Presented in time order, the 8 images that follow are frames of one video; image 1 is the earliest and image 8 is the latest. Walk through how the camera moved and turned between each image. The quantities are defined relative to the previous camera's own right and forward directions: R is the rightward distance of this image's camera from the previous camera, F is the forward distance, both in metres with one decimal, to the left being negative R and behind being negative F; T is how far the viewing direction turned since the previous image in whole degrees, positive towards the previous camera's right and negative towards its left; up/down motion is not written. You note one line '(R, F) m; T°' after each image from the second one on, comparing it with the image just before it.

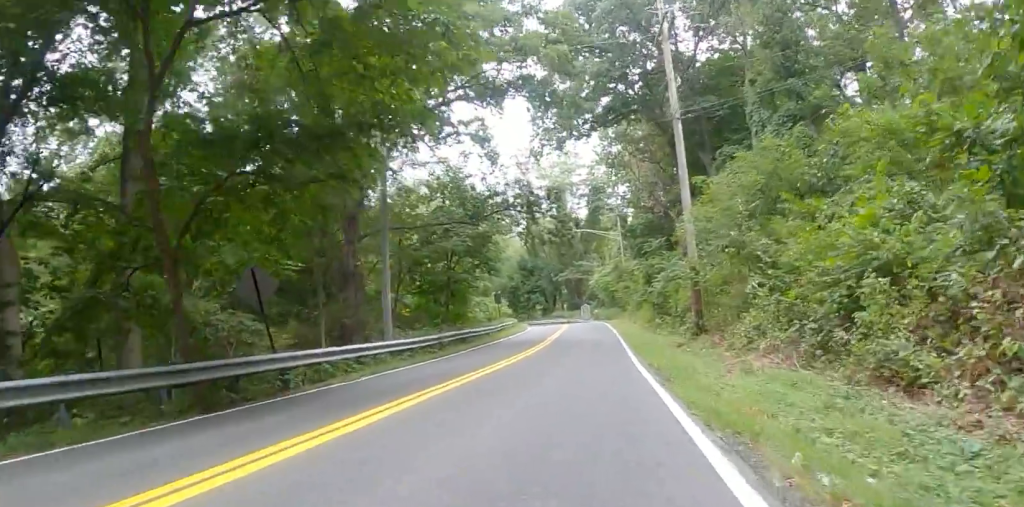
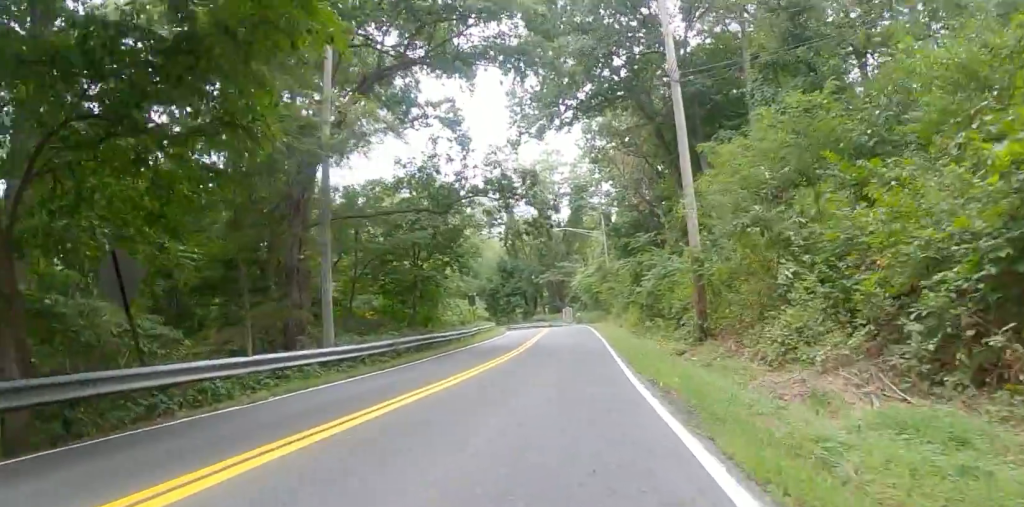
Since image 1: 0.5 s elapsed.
(0.0, +3.2) m; 0°
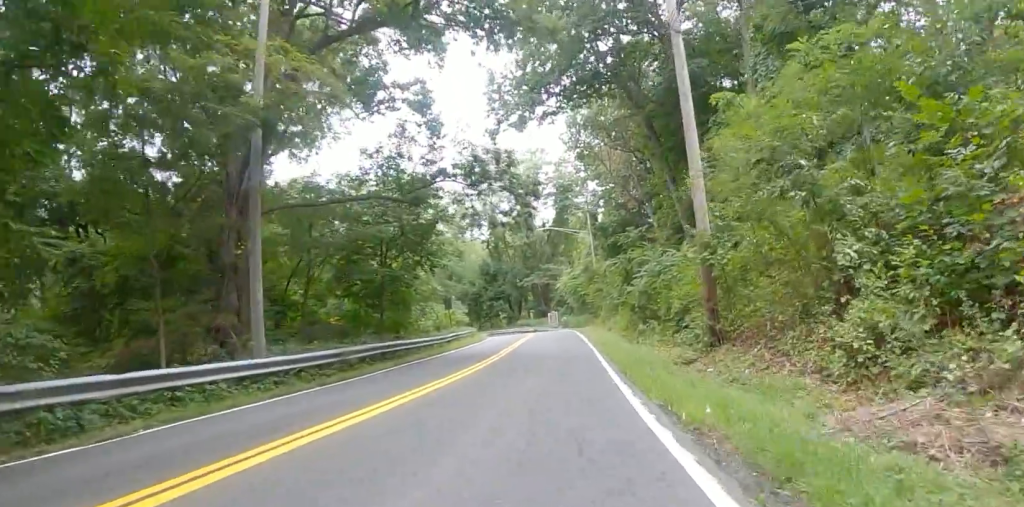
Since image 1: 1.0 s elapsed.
(0.0, +2.9) m; 0°
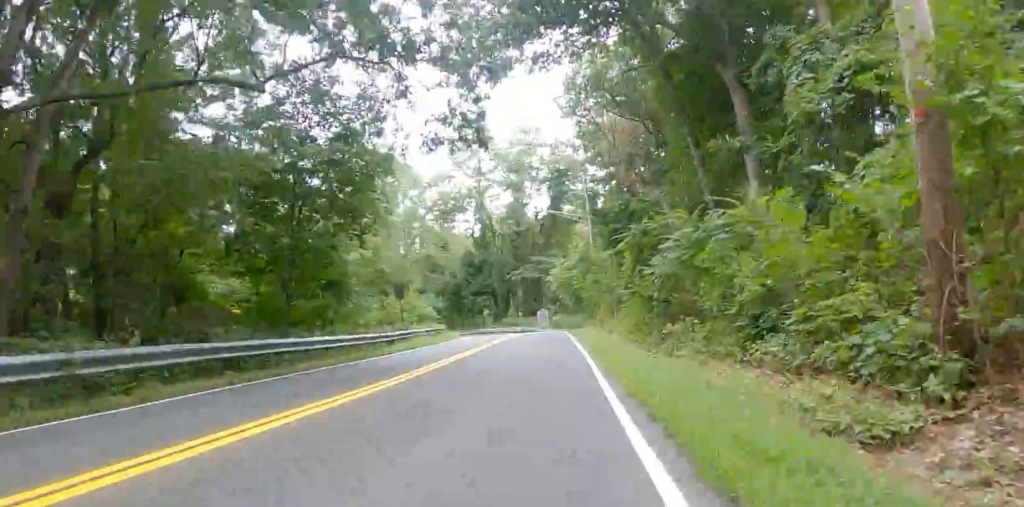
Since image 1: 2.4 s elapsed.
(0.0, +8.4) m; -1°
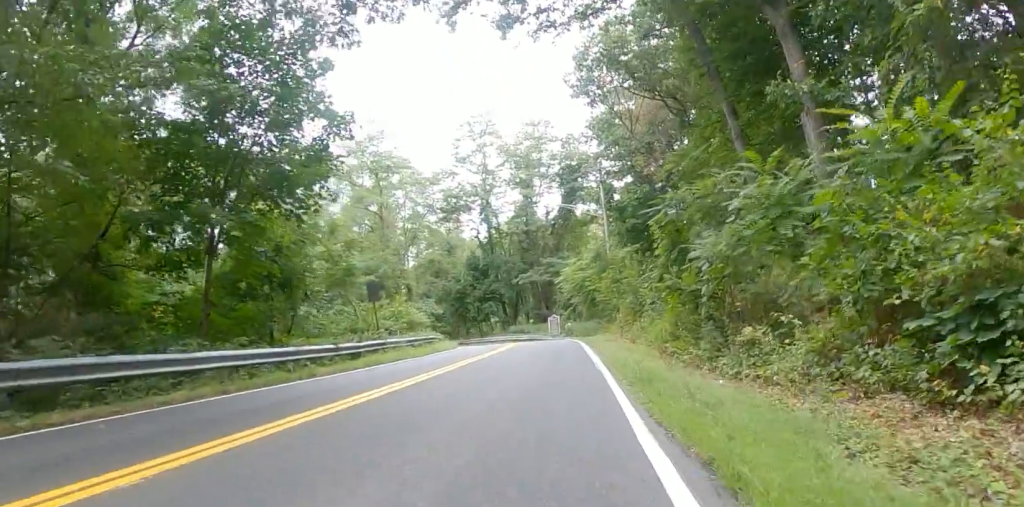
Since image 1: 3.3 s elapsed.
(-0.1, +5.4) m; +6°
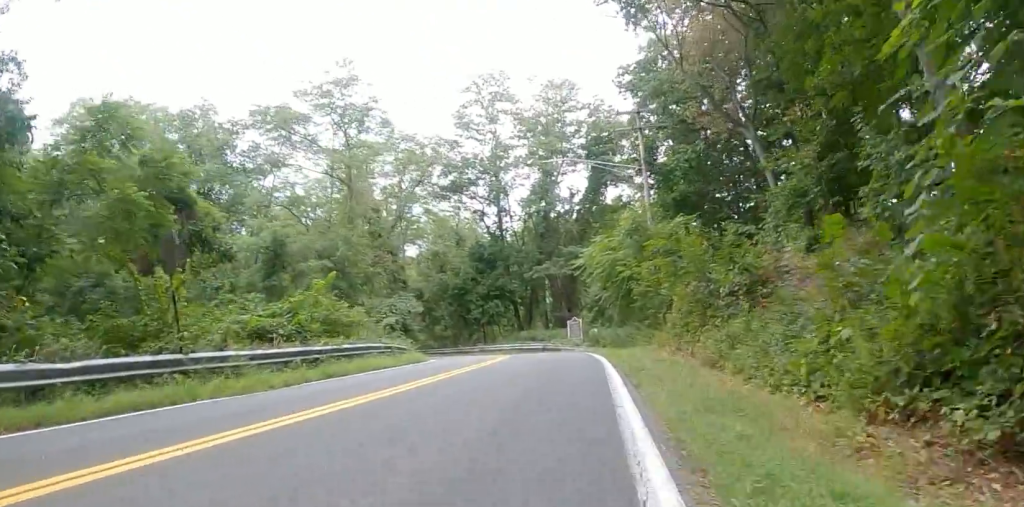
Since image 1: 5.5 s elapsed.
(-0.4, +11.9) m; -13°
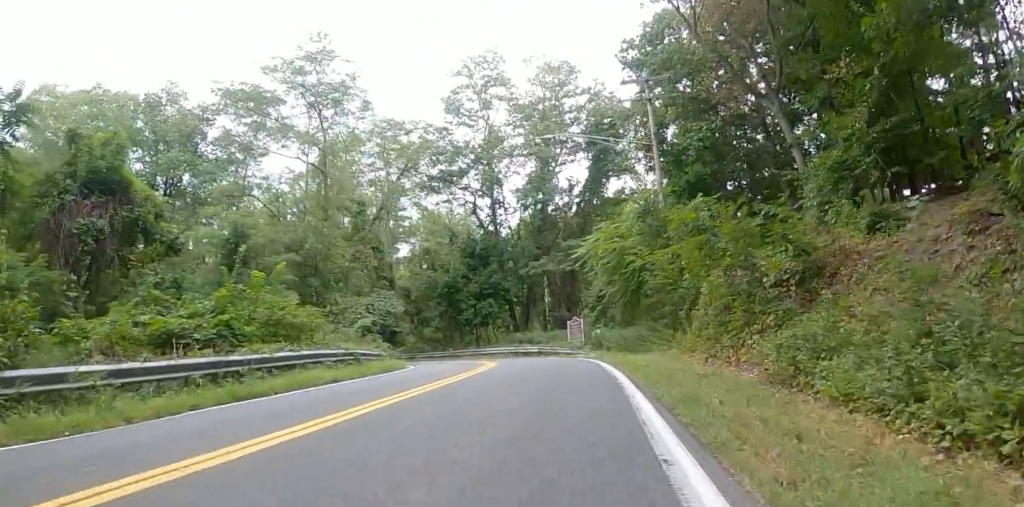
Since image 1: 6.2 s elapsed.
(0.0, +4.1) m; 0°
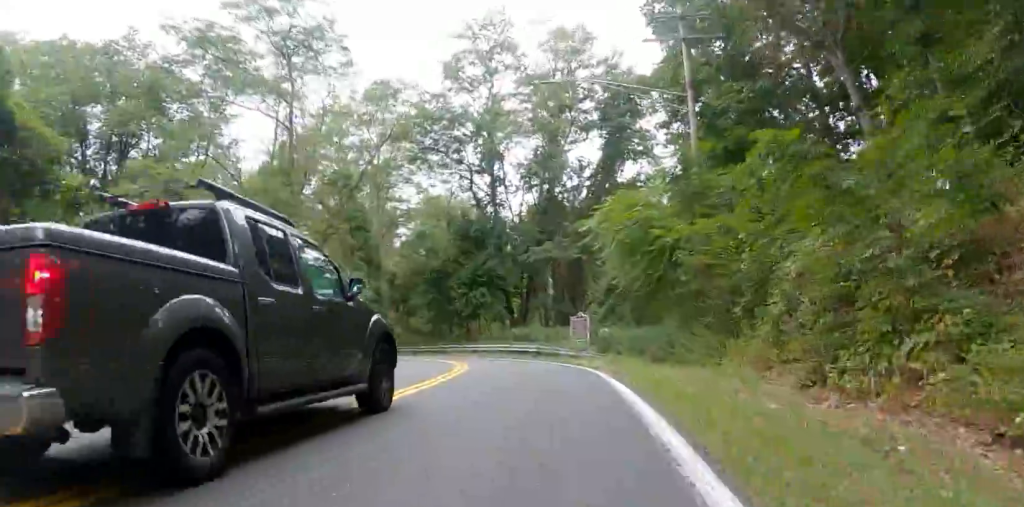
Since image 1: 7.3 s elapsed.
(+0.1, +5.9) m; +2°
